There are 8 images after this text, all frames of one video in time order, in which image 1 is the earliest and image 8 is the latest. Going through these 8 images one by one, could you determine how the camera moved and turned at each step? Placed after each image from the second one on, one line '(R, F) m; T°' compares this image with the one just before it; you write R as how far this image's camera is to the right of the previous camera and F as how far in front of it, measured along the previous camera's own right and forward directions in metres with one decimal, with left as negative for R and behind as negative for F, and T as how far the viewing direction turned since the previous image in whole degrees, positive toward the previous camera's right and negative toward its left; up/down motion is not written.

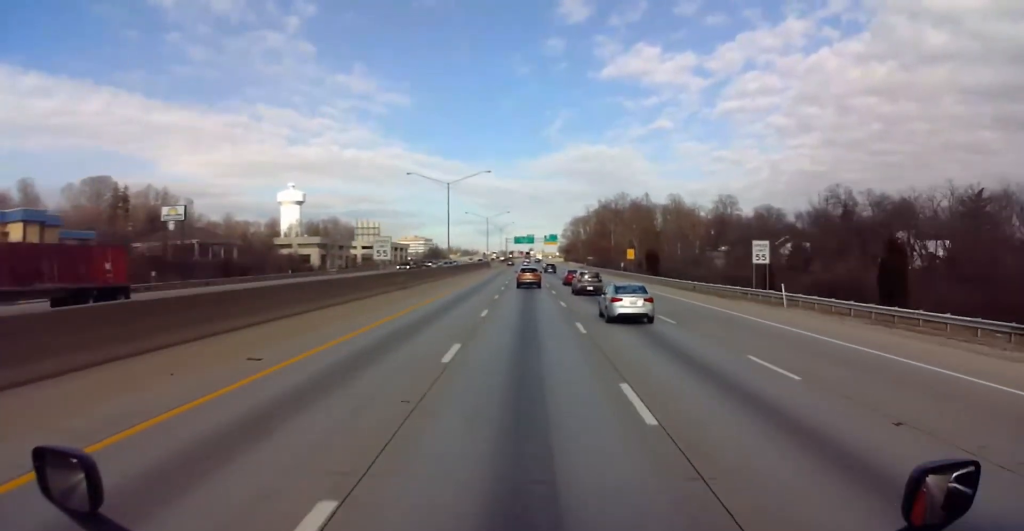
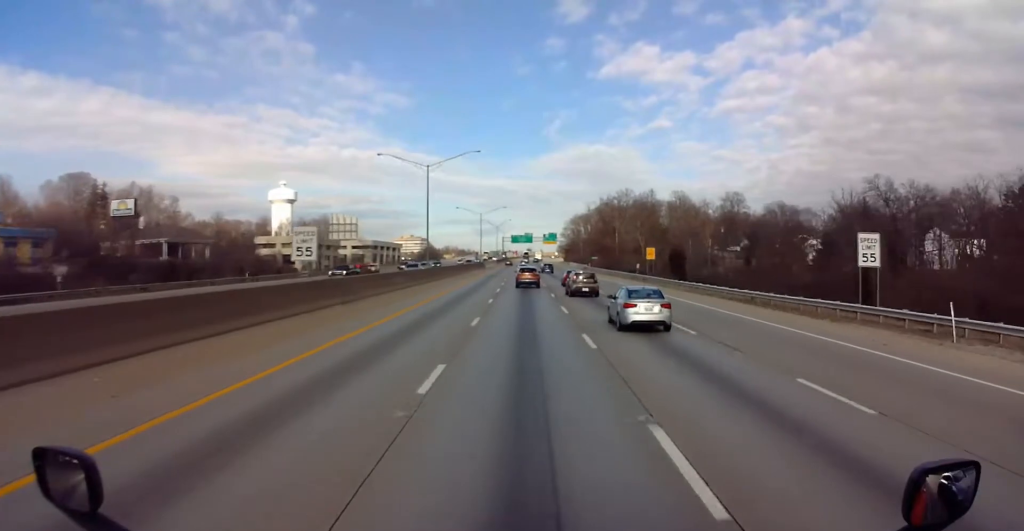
(0.0, +15.7) m; 0°
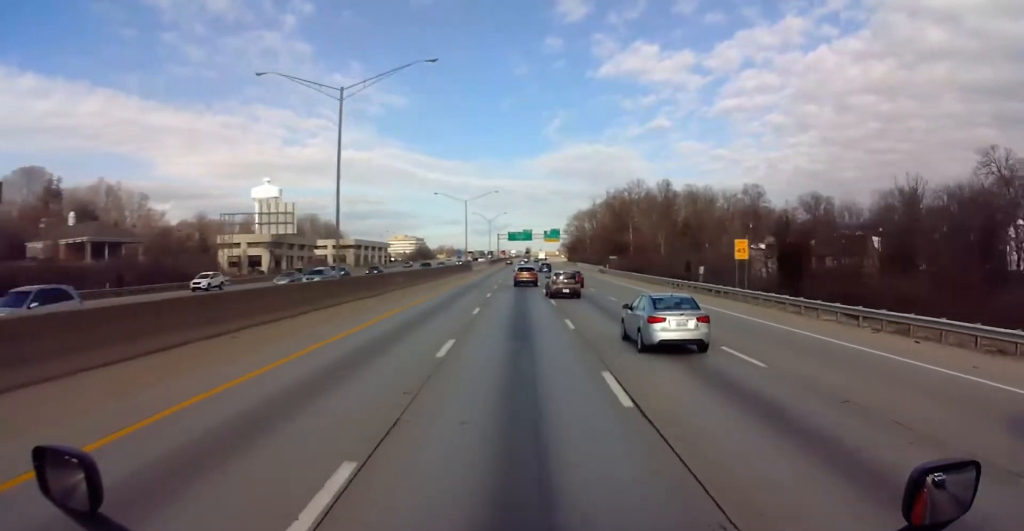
(0.0, +31.1) m; -1°
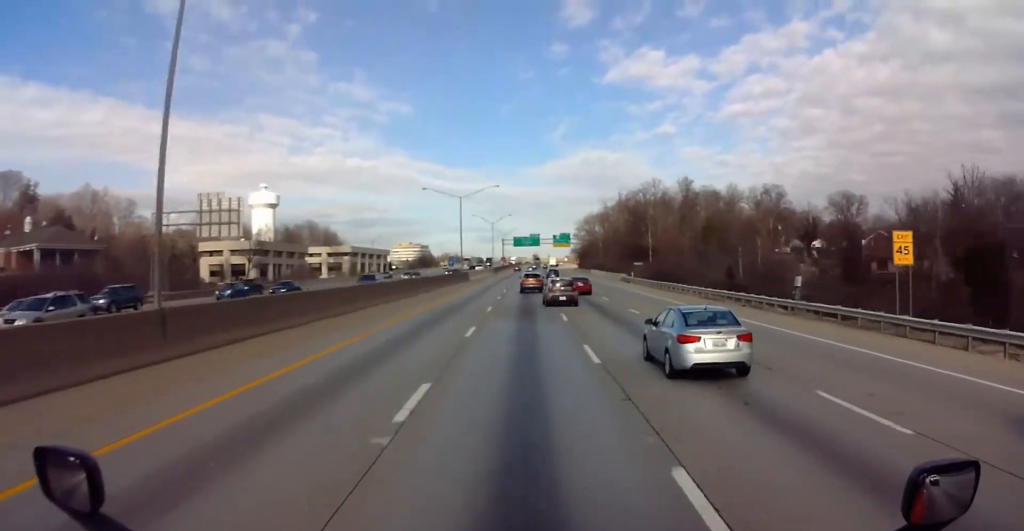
(-0.4, +18.3) m; 0°
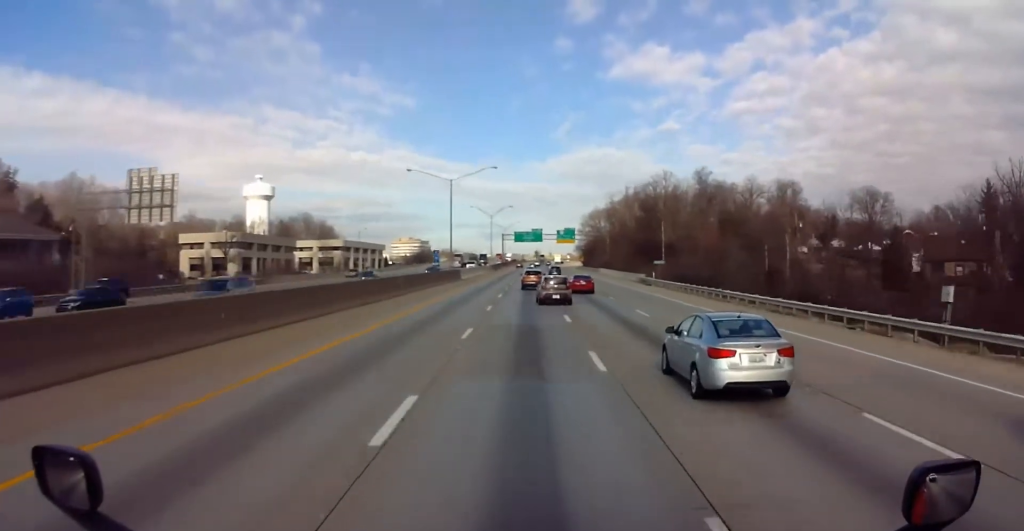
(+0.2, +13.7) m; 0°
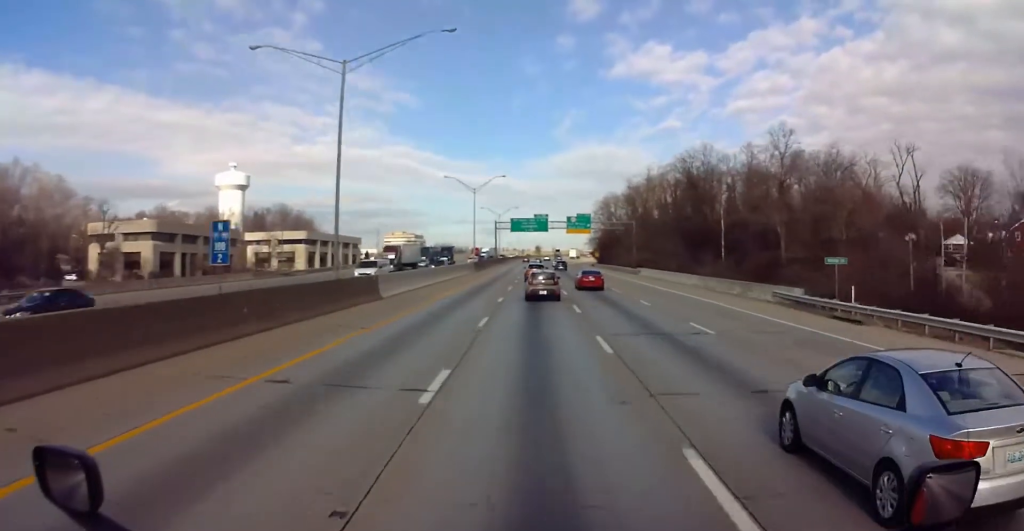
(+0.1, +45.8) m; 0°
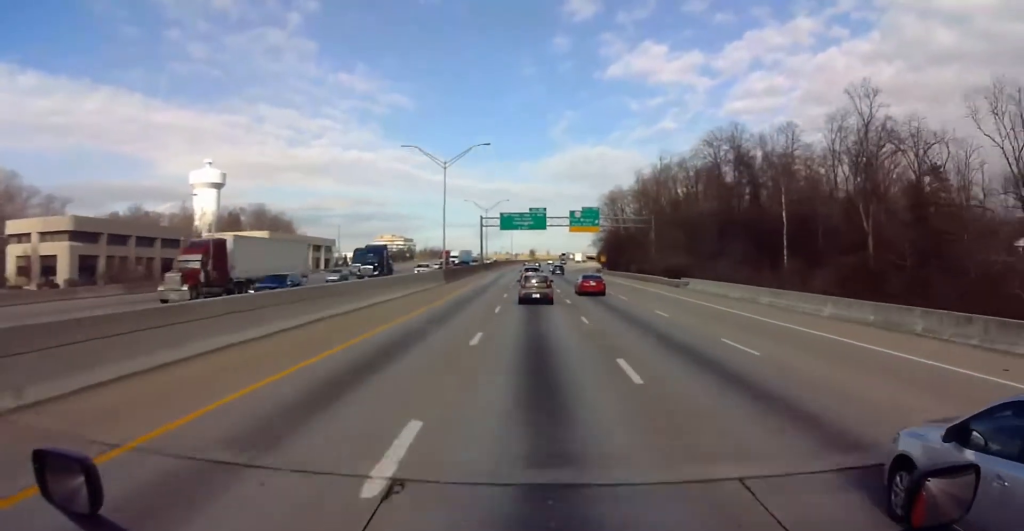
(-0.2, +28.3) m; 0°
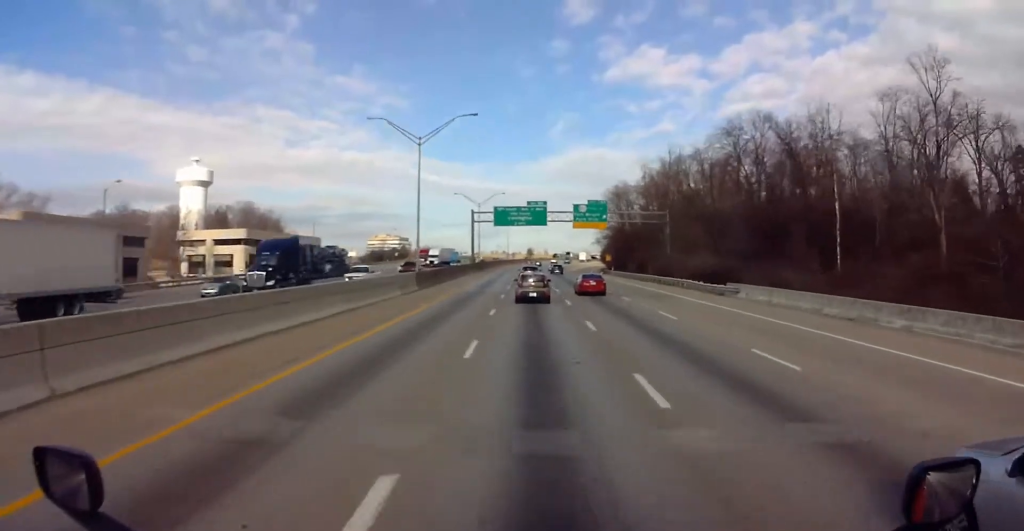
(+0.2, +14.5) m; 0°
